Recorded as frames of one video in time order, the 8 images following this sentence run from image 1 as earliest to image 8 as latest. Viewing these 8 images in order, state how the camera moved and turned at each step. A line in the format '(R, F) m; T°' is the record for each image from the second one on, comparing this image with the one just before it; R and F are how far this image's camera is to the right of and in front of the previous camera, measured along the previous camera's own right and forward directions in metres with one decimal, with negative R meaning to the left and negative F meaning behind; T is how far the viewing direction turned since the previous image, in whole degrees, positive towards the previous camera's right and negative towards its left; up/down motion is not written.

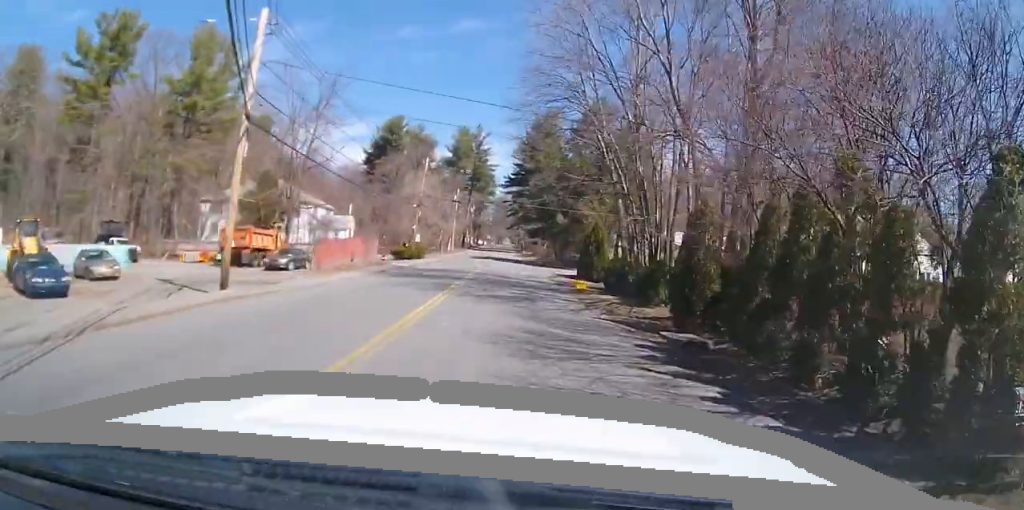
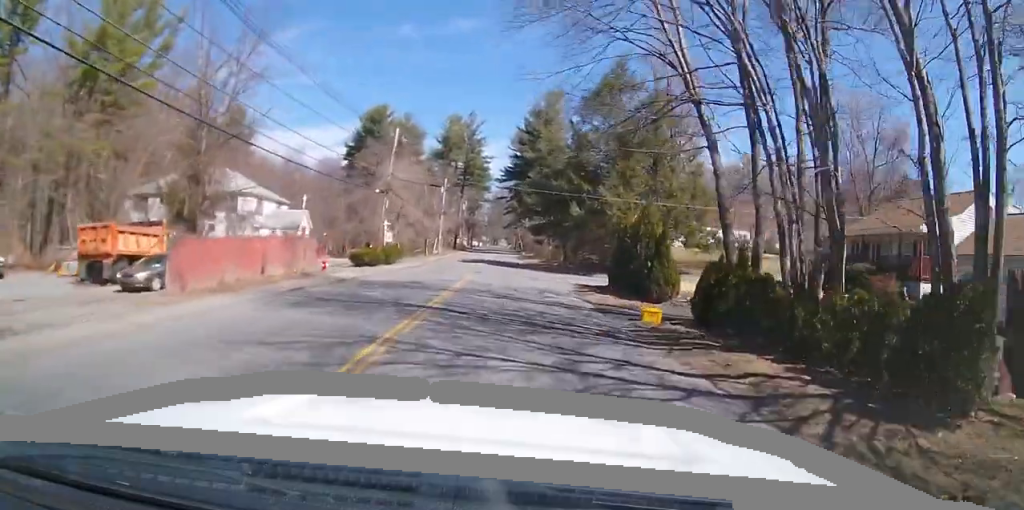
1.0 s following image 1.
(0.0, +15.2) m; 0°
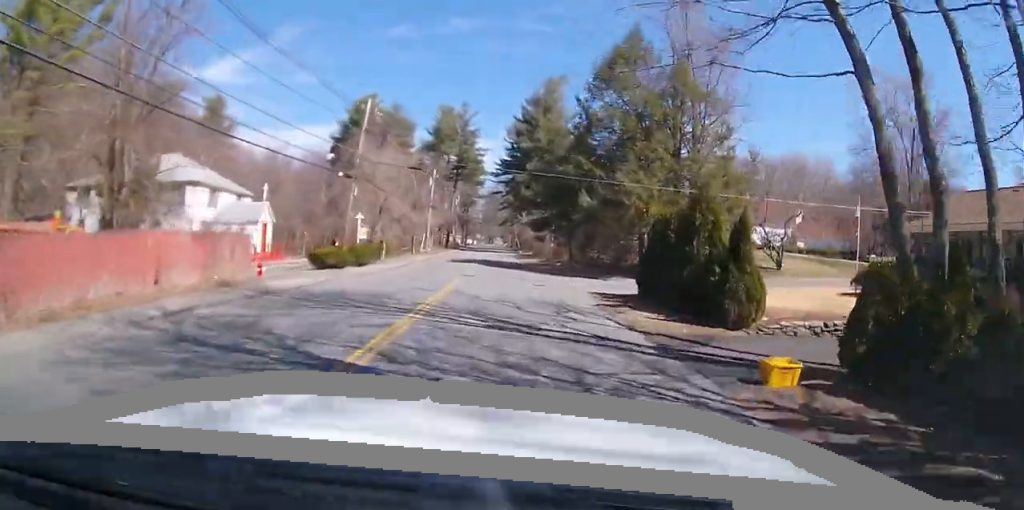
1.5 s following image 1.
(0.0, +8.3) m; +1°
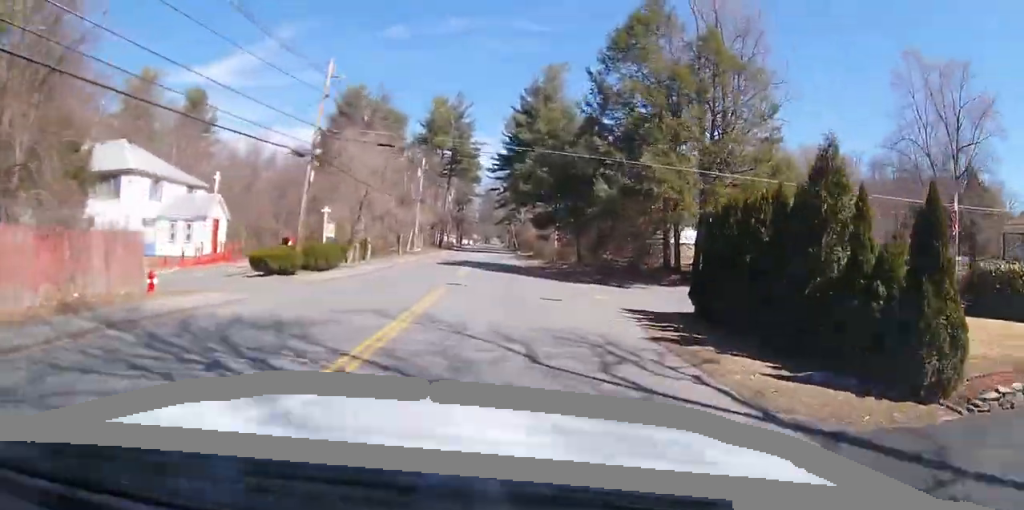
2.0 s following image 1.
(0.0, +7.8) m; 0°
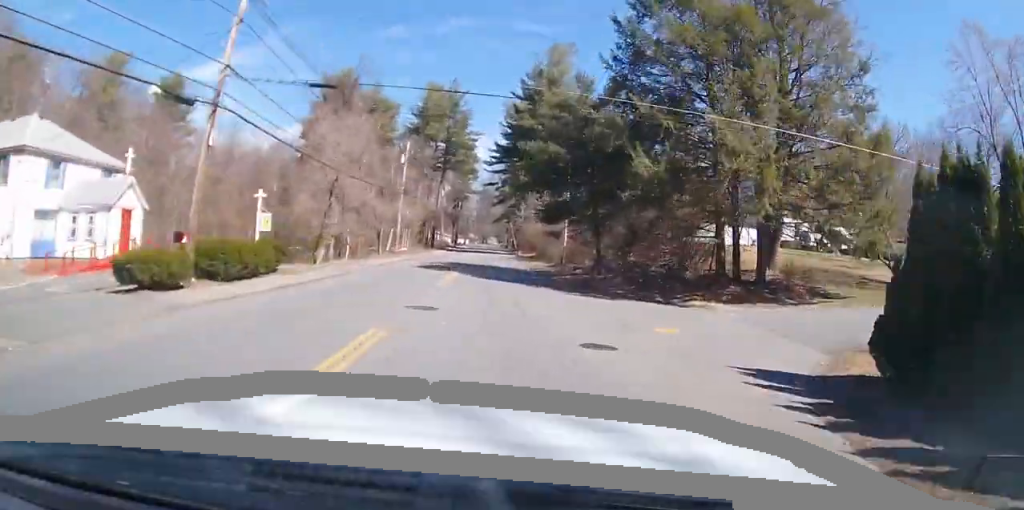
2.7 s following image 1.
(+0.2, +10.0) m; -1°
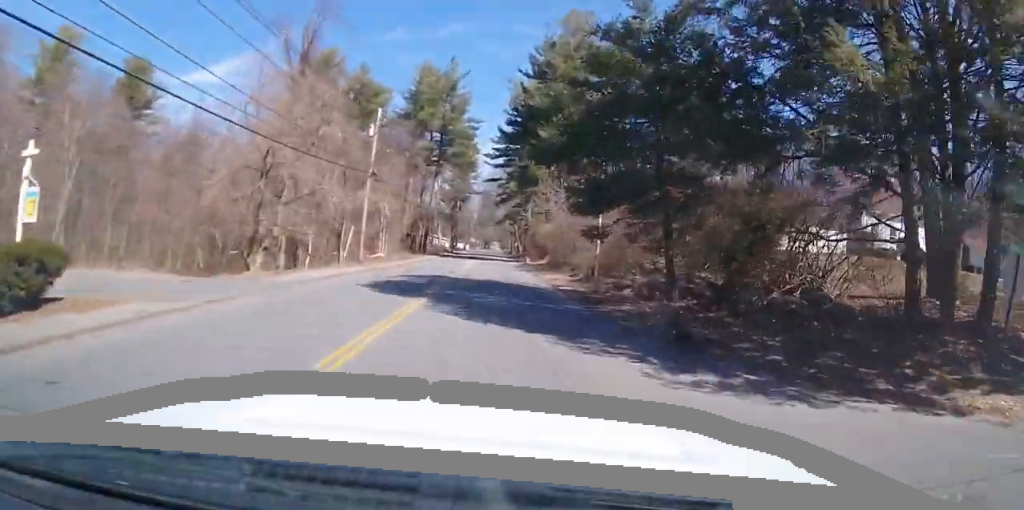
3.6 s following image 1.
(-0.5, +14.8) m; 0°
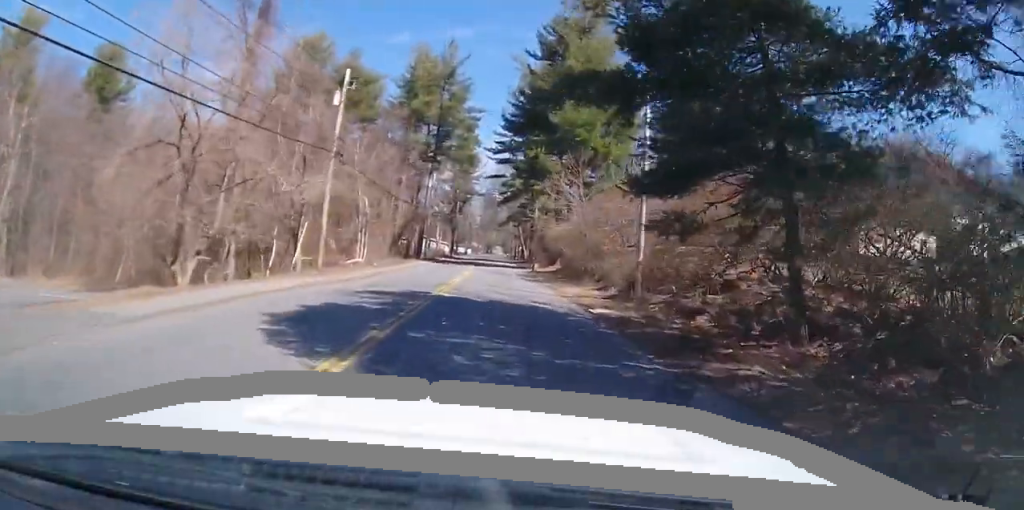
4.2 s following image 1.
(+0.1, +9.6) m; 0°
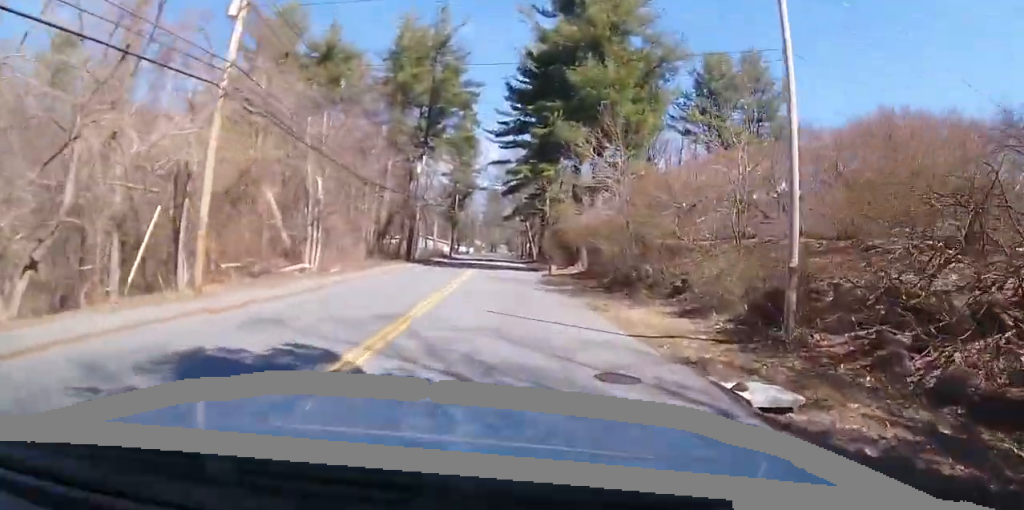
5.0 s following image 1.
(+0.3, +12.9) m; +1°
